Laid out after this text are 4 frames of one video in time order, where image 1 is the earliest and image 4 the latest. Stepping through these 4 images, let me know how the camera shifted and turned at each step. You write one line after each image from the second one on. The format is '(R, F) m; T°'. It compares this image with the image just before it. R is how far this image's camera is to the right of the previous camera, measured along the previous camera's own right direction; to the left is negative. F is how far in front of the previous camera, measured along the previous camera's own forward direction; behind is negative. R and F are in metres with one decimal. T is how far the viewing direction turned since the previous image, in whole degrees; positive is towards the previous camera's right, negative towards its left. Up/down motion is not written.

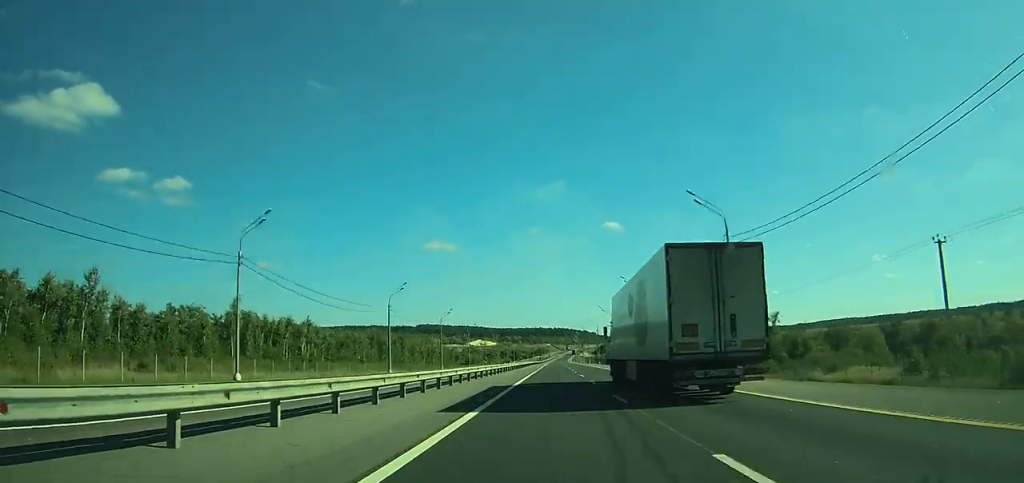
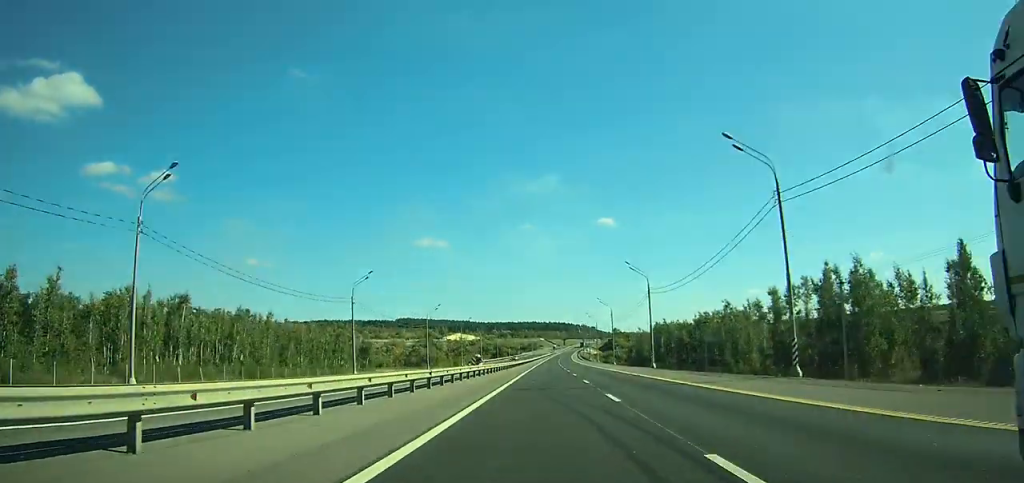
(-1.7, +120.5) m; +1°
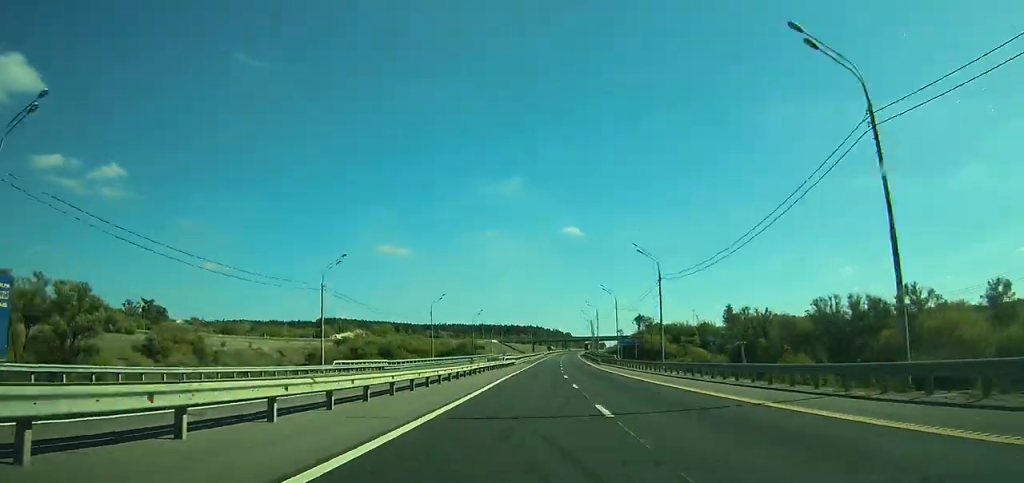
(+8.5, +223.6) m; +5°
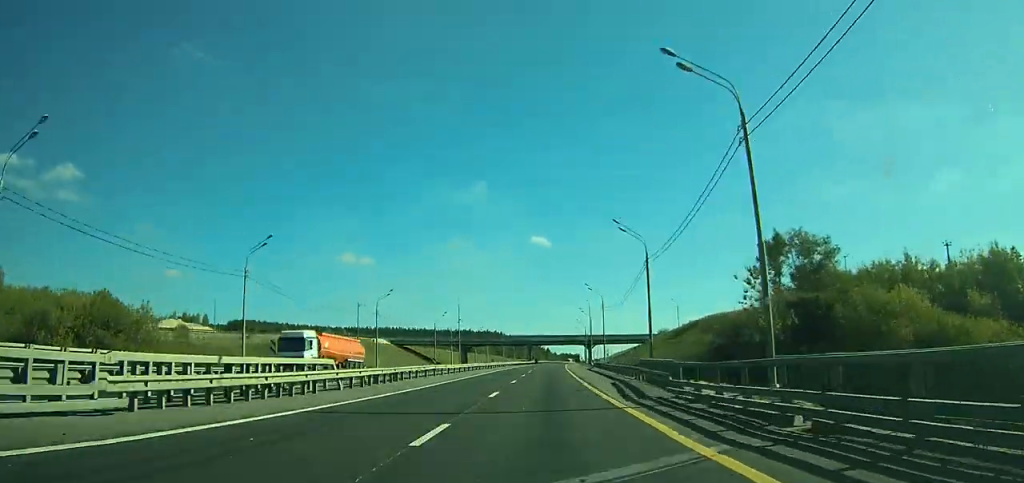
(+4.6, +160.2) m; +3°
